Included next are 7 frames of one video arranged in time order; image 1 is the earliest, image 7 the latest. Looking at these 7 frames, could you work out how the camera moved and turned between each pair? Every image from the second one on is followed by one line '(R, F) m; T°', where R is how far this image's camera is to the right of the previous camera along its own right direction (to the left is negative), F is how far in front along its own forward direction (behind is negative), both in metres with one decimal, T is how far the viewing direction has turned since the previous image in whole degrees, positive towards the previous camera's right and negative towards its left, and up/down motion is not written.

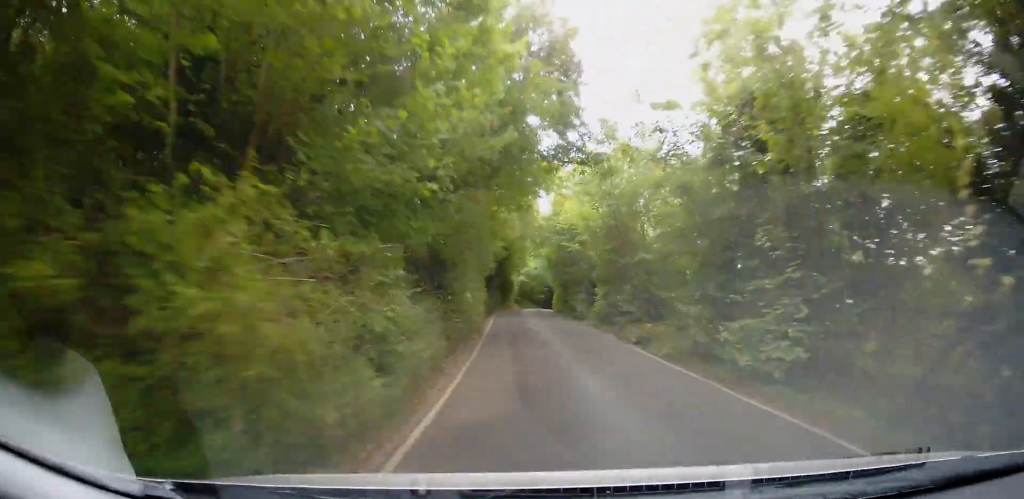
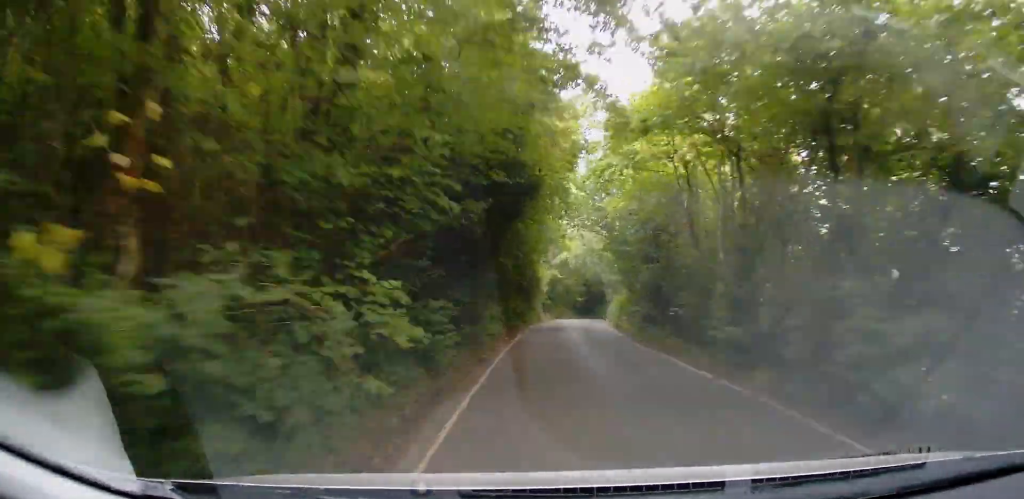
(+0.3, +23.5) m; +2°
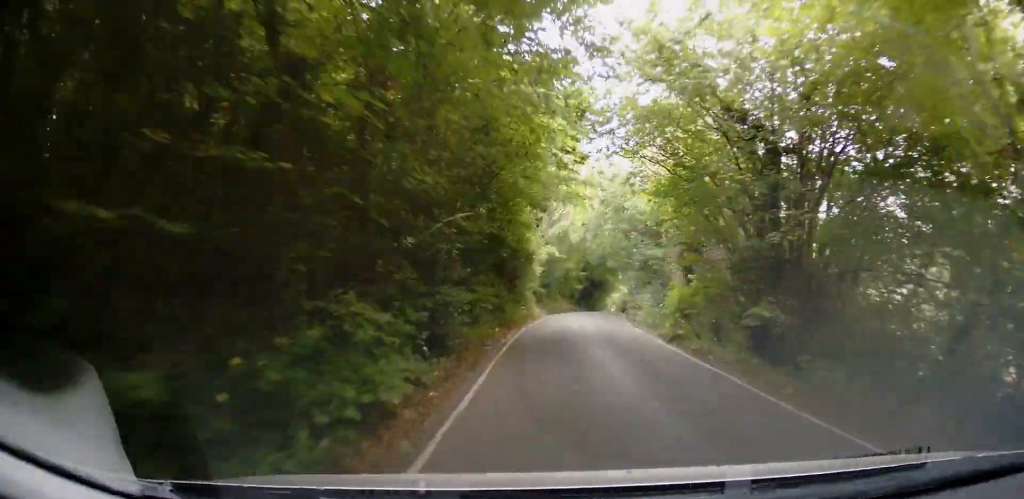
(0.0, +12.8) m; 0°
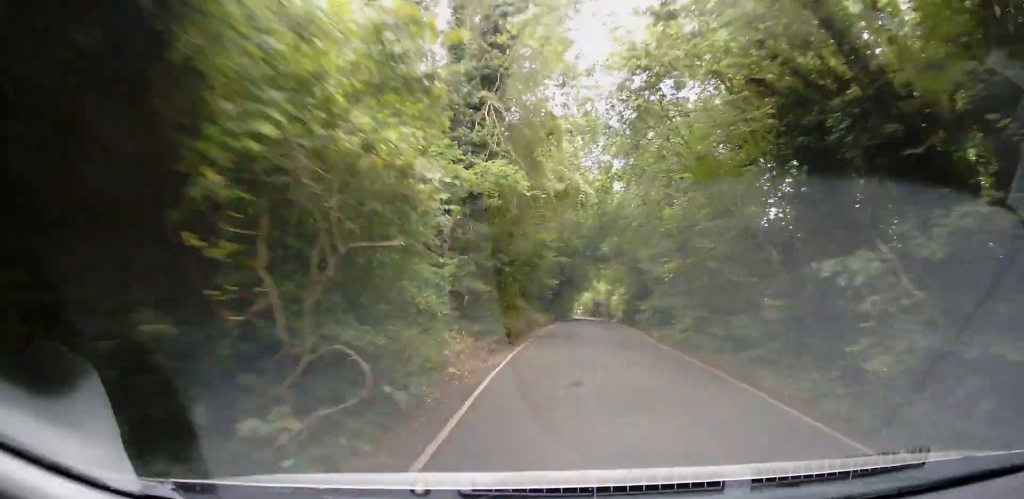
(0.0, +23.0) m; 0°
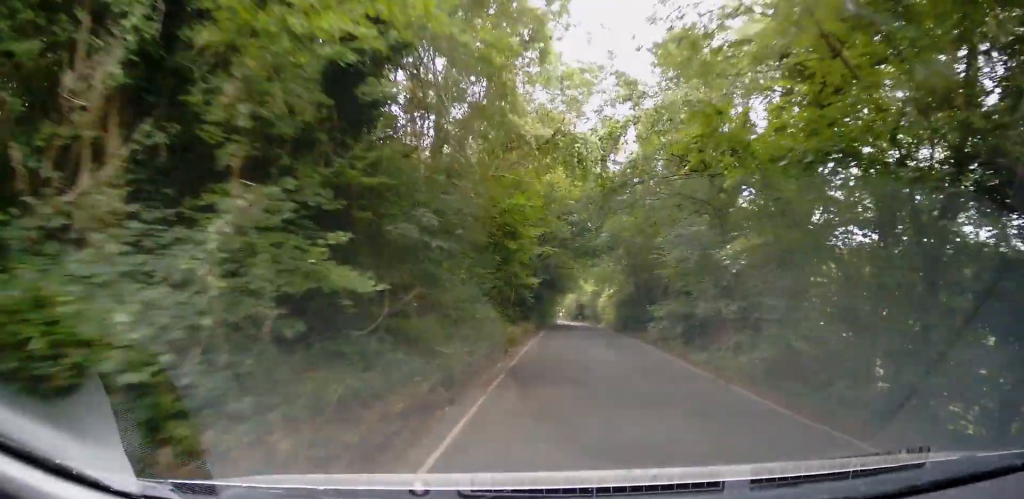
(0.0, +8.5) m; +1°
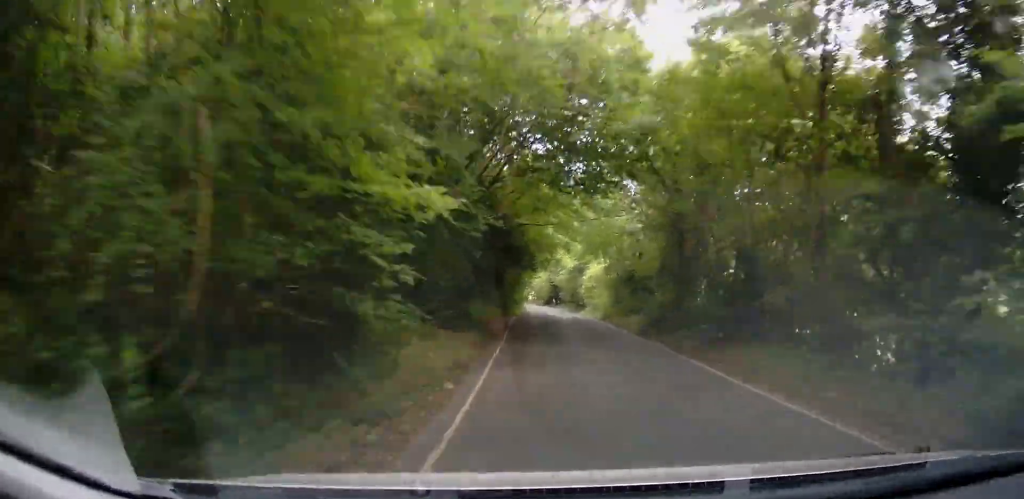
(+0.6, +18.8) m; +4°
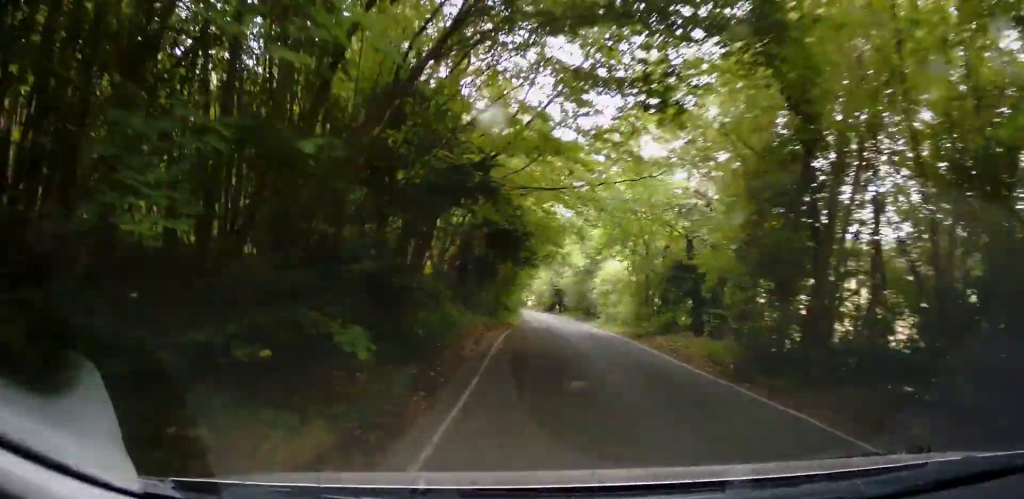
(+0.2, +10.7) m; +2°
